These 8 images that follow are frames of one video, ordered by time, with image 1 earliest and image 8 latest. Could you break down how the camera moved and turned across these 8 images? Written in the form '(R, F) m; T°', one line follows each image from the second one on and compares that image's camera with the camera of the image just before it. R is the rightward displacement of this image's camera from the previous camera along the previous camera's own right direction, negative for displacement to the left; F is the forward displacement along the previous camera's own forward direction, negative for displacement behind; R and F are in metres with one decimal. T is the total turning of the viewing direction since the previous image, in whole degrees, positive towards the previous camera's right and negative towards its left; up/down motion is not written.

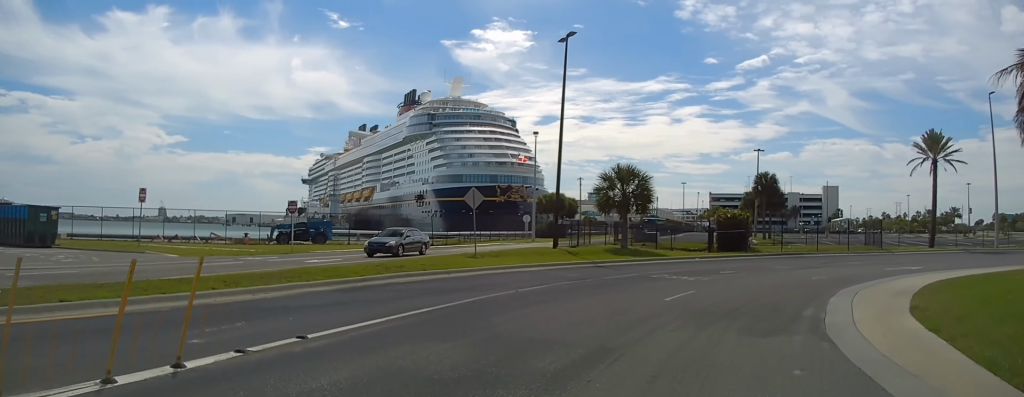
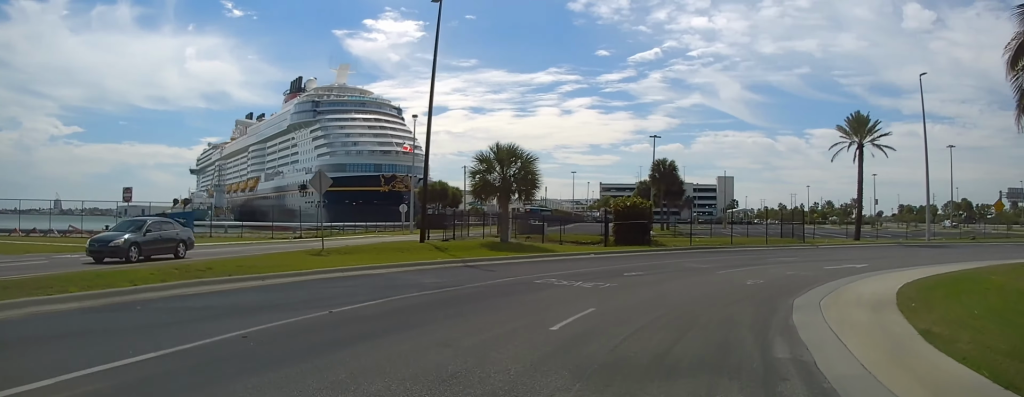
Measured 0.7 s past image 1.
(+0.1, +5.7) m; +7°
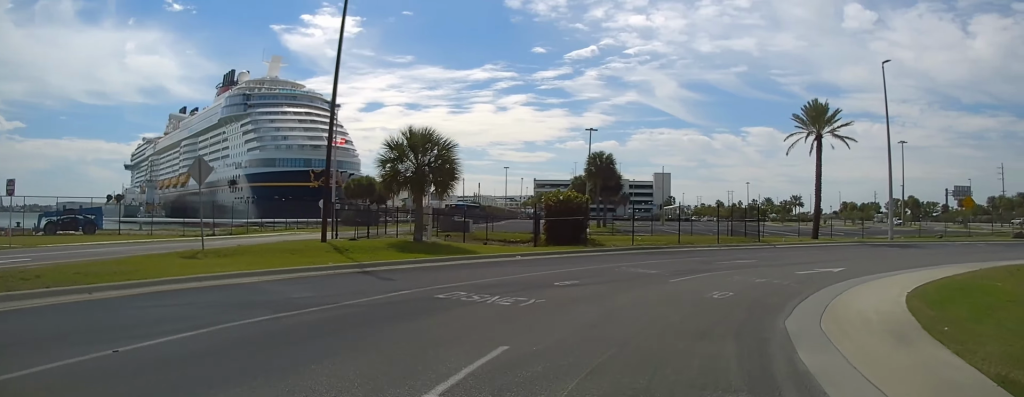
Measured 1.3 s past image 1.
(+0.4, +4.1) m; +9°
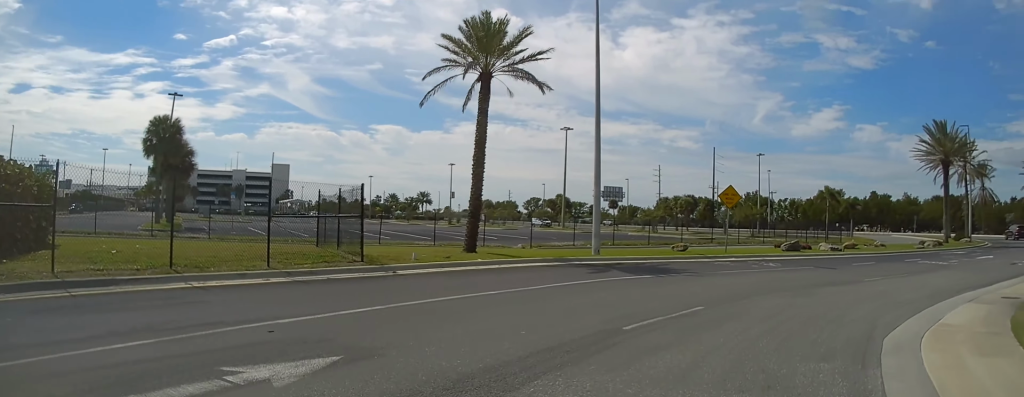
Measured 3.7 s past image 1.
(+7.1, +15.9) m; +44°
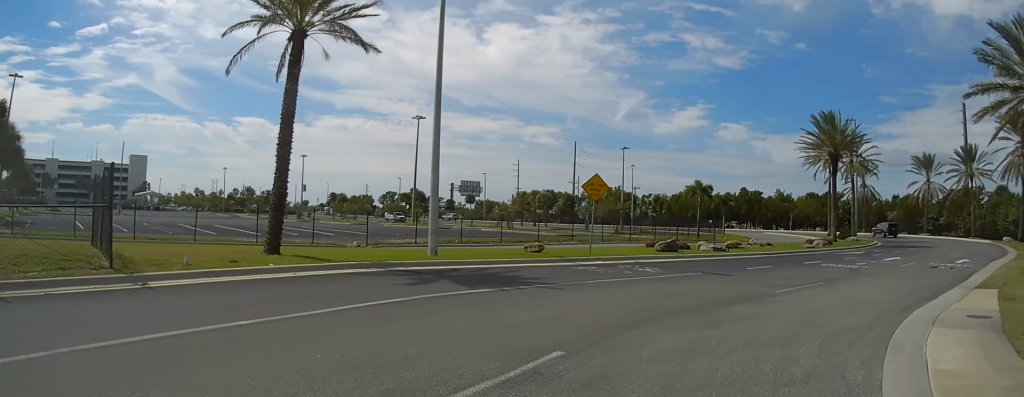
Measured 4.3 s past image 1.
(+0.1, +4.7) m; +5°
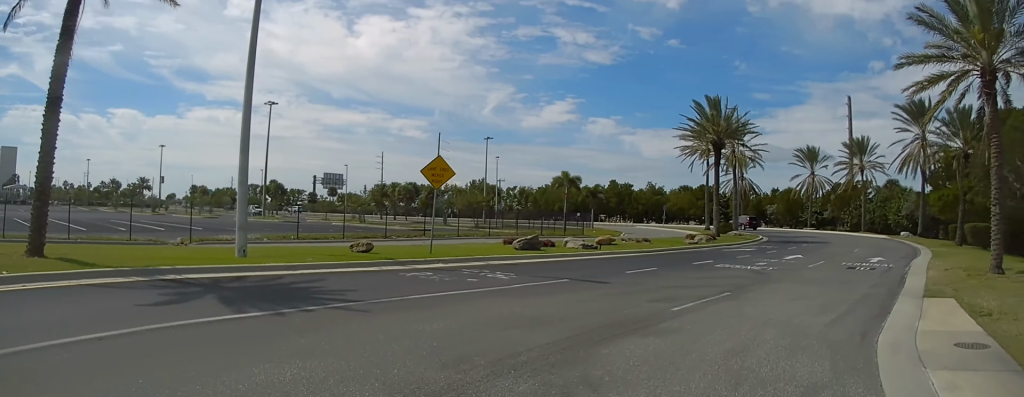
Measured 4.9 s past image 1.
(+0.1, +4.5) m; +5°
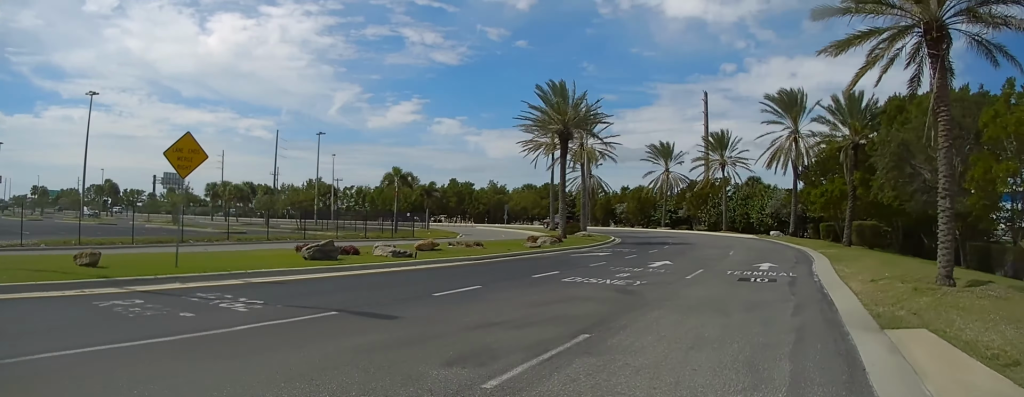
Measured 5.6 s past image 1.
(+0.5, +5.5) m; +6°
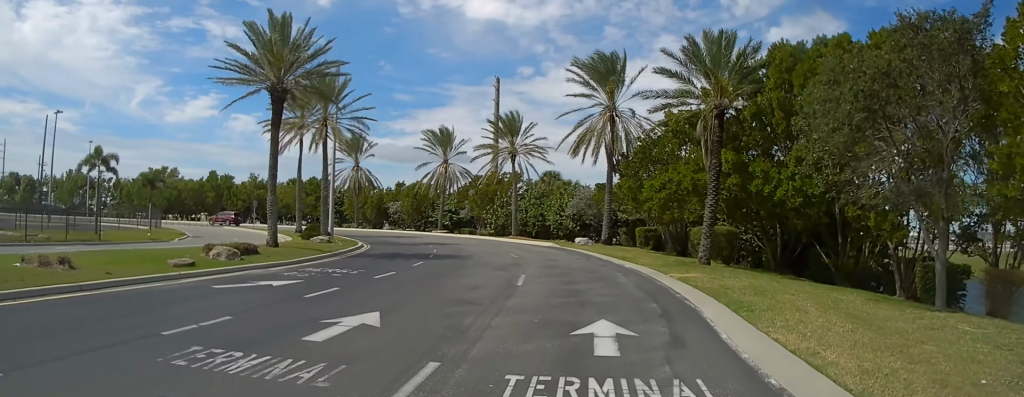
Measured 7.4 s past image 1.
(+0.5, +14.2) m; 0°
